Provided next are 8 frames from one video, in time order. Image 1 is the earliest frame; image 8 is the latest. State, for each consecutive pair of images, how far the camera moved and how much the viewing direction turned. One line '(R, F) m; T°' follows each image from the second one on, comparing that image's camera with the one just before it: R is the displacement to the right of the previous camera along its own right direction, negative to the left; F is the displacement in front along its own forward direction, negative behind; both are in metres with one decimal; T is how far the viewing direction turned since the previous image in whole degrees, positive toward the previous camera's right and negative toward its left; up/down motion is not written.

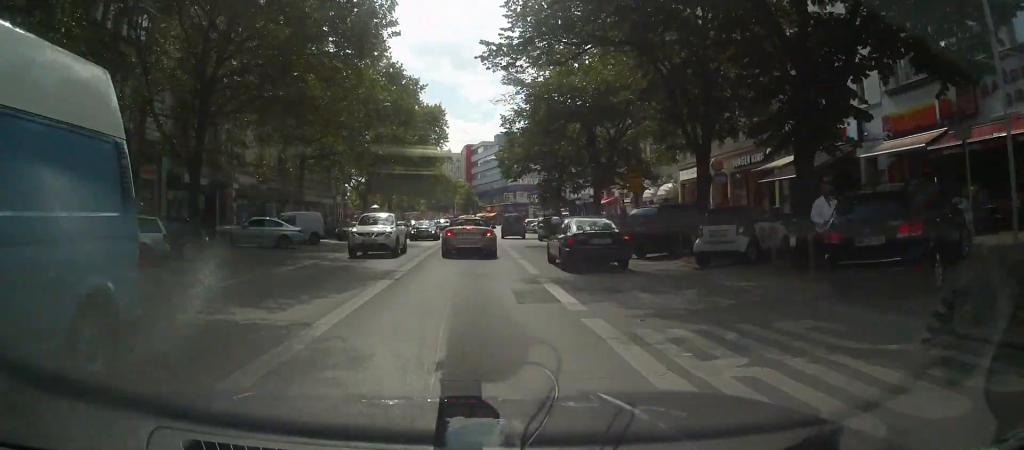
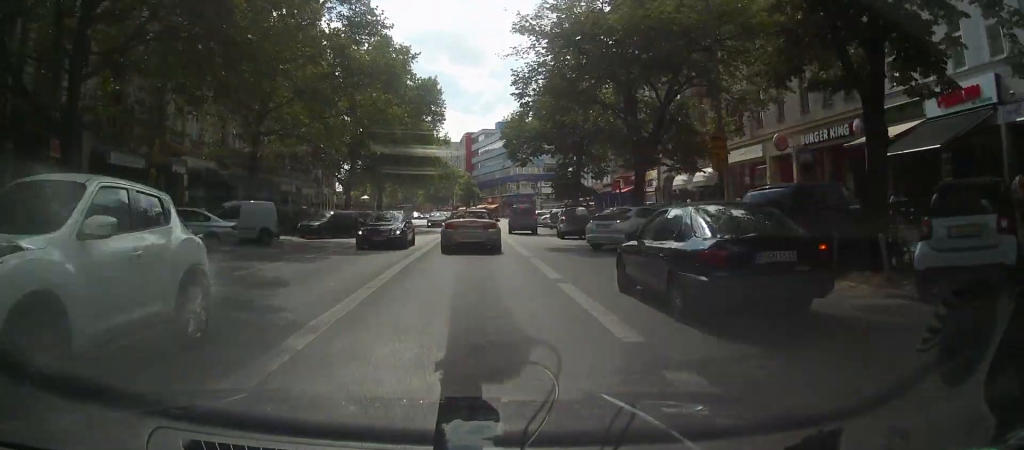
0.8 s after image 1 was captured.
(+0.1, +9.4) m; 0°
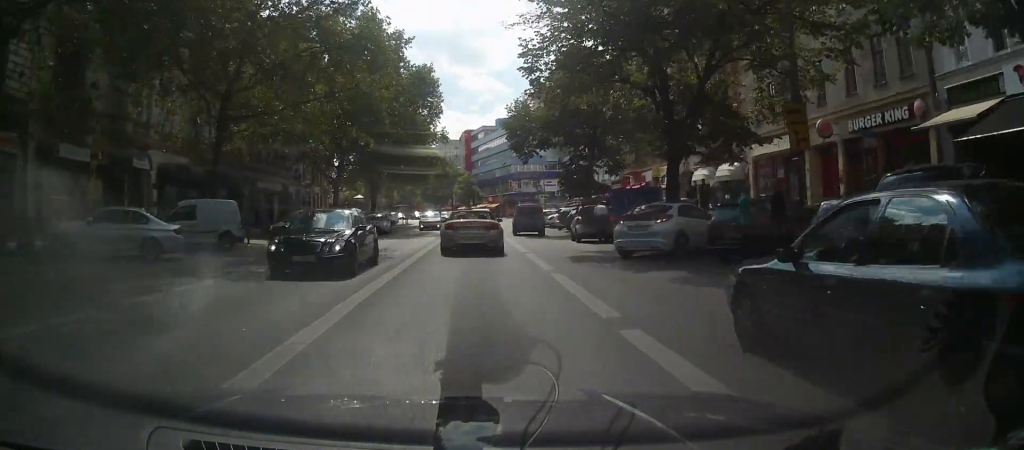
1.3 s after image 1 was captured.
(+0.1, +4.8) m; -1°
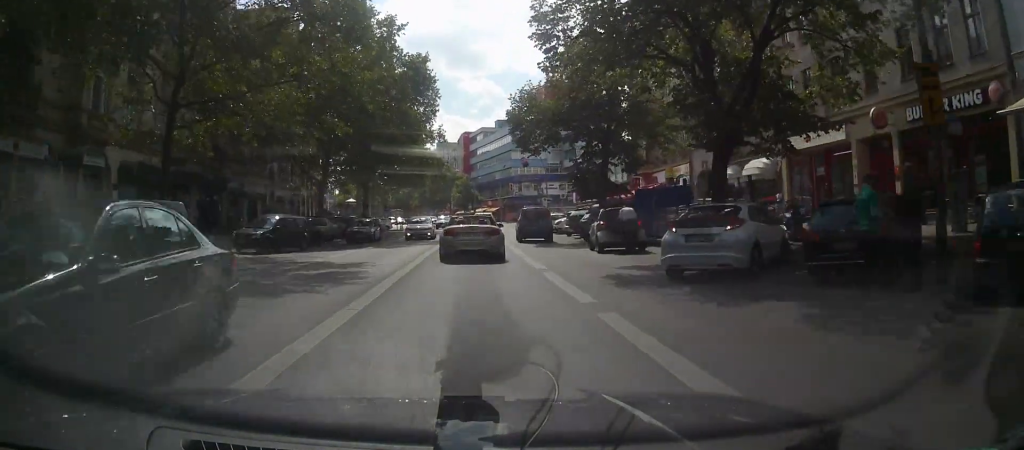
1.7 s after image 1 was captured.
(0.0, +4.7) m; 0°
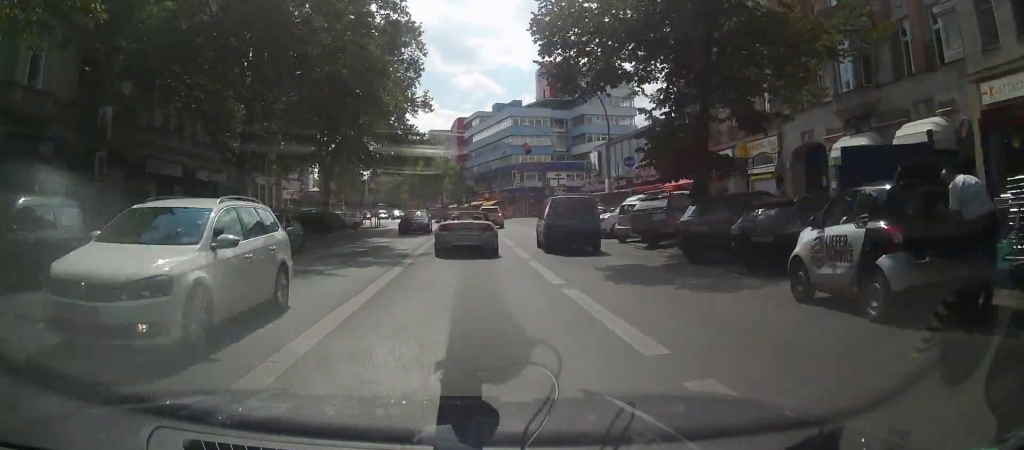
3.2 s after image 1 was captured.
(+0.1, +15.9) m; +2°
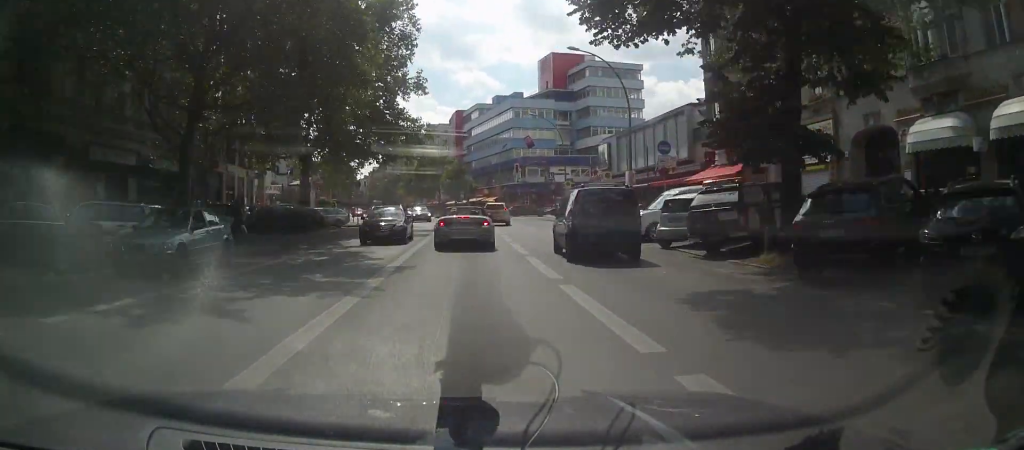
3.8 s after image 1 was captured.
(+0.1, +6.0) m; +1°
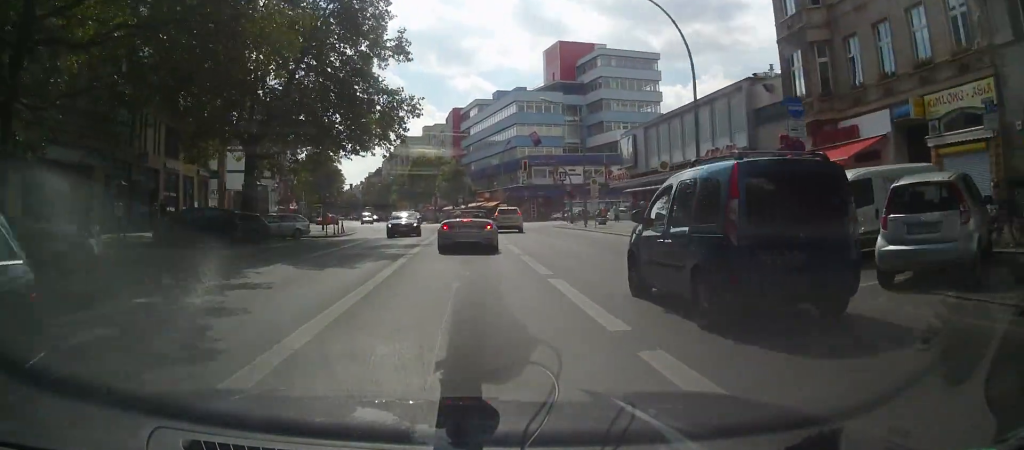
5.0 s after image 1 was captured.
(0.0, +11.0) m; 0°
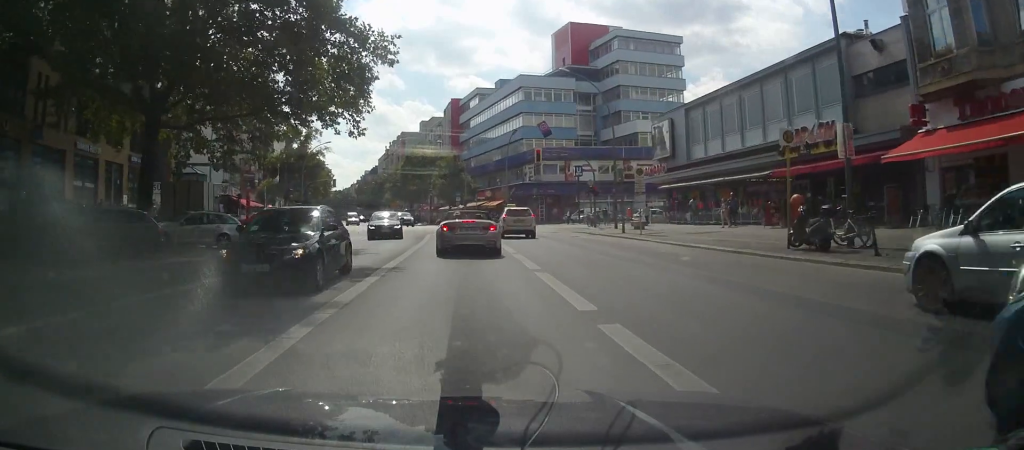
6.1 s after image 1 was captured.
(0.0, +10.5) m; 0°
